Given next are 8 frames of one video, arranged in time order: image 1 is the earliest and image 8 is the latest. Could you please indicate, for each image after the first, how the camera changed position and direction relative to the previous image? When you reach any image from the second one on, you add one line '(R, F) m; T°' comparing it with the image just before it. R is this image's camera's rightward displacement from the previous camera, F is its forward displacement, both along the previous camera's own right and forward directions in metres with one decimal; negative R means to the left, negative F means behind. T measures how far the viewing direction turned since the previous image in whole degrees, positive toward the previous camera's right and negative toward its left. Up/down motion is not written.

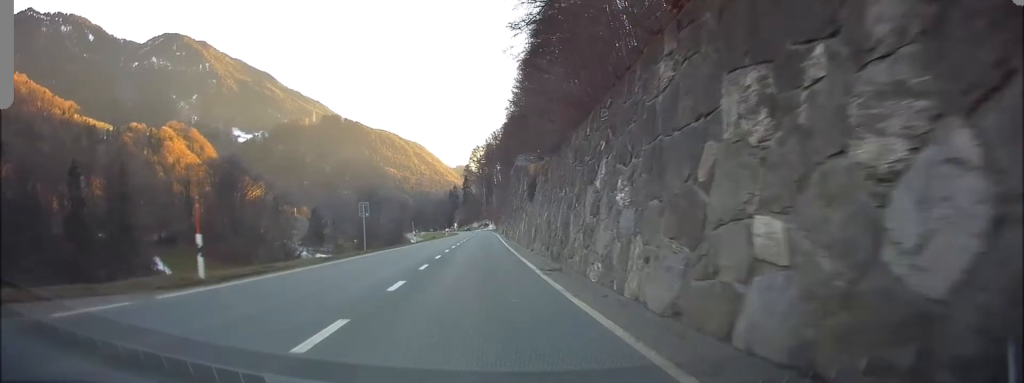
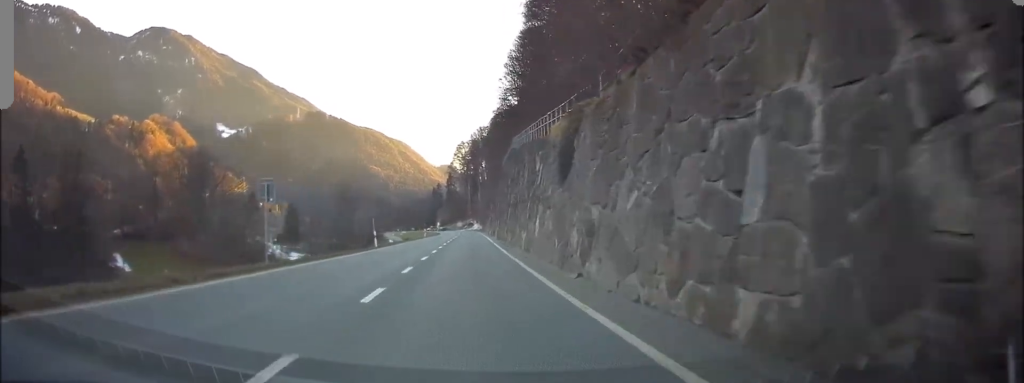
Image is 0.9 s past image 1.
(0.0, +14.6) m; +1°
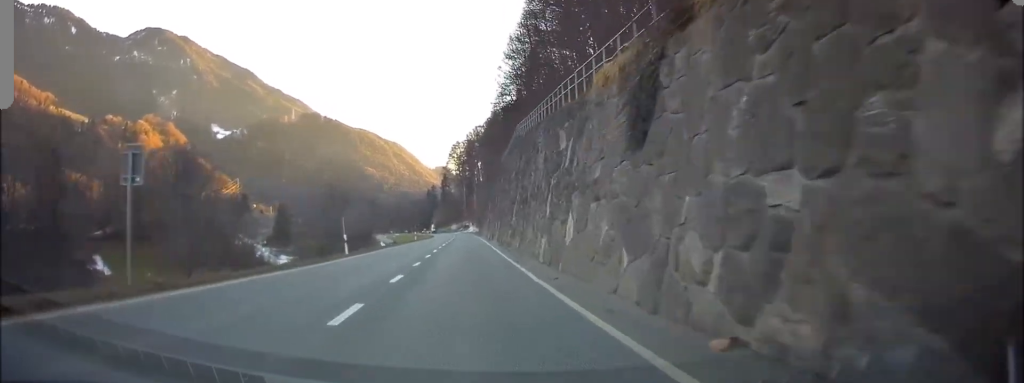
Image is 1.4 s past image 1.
(0.0, +7.9) m; +1°
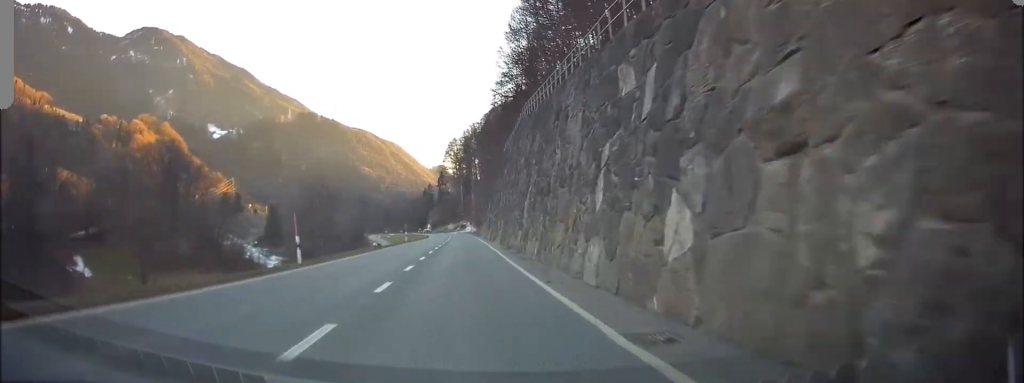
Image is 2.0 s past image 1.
(+0.2, +8.4) m; +1°
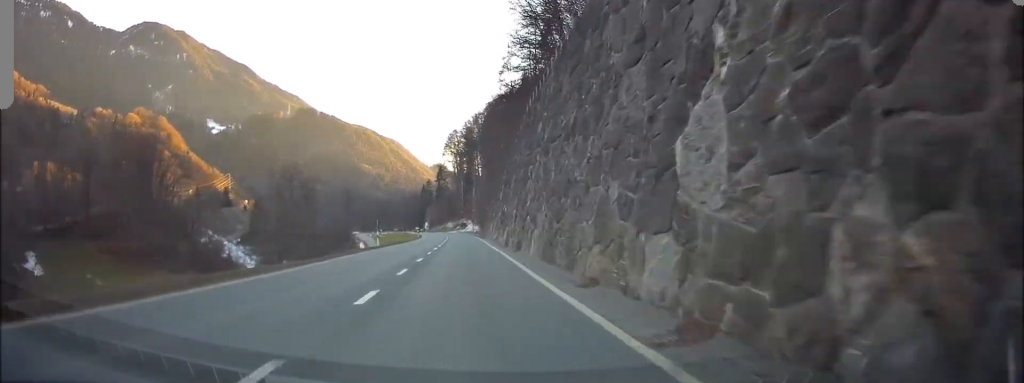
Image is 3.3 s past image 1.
(+0.2, +20.7) m; 0°
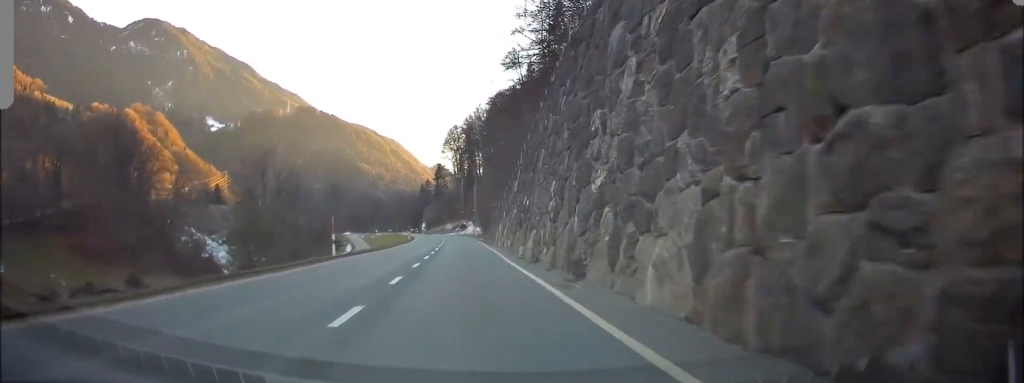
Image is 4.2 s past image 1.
(-0.1, +14.6) m; 0°
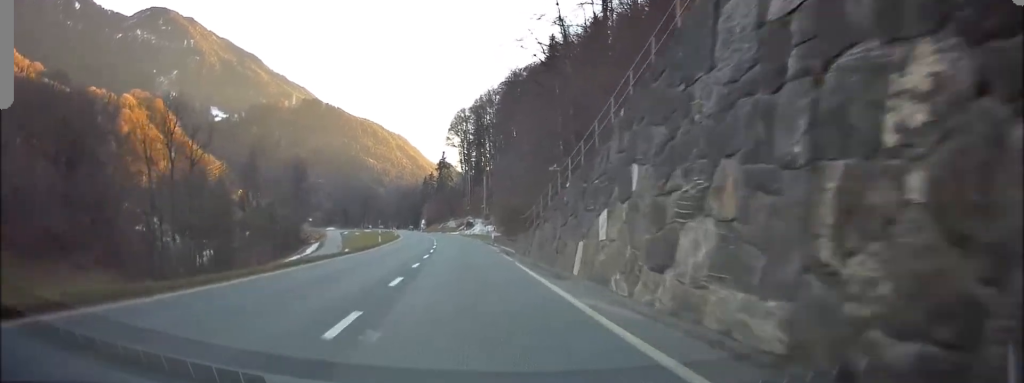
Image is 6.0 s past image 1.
(-0.9, +30.7) m; -4°
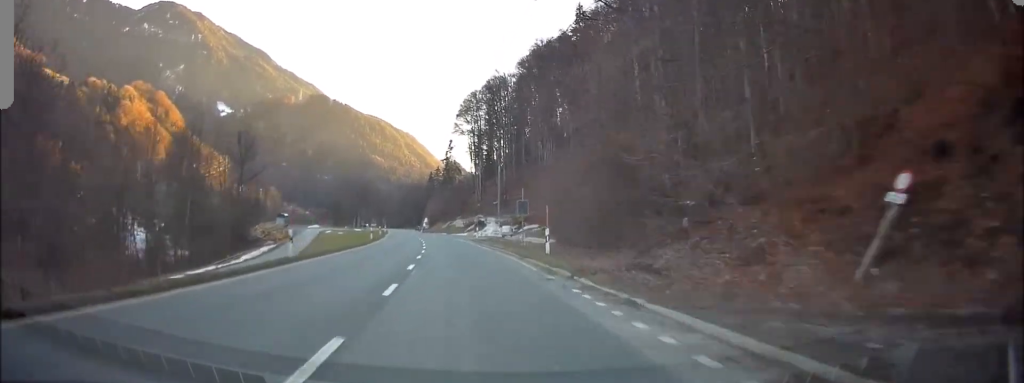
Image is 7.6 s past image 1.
(-0.4, +26.1) m; 0°
